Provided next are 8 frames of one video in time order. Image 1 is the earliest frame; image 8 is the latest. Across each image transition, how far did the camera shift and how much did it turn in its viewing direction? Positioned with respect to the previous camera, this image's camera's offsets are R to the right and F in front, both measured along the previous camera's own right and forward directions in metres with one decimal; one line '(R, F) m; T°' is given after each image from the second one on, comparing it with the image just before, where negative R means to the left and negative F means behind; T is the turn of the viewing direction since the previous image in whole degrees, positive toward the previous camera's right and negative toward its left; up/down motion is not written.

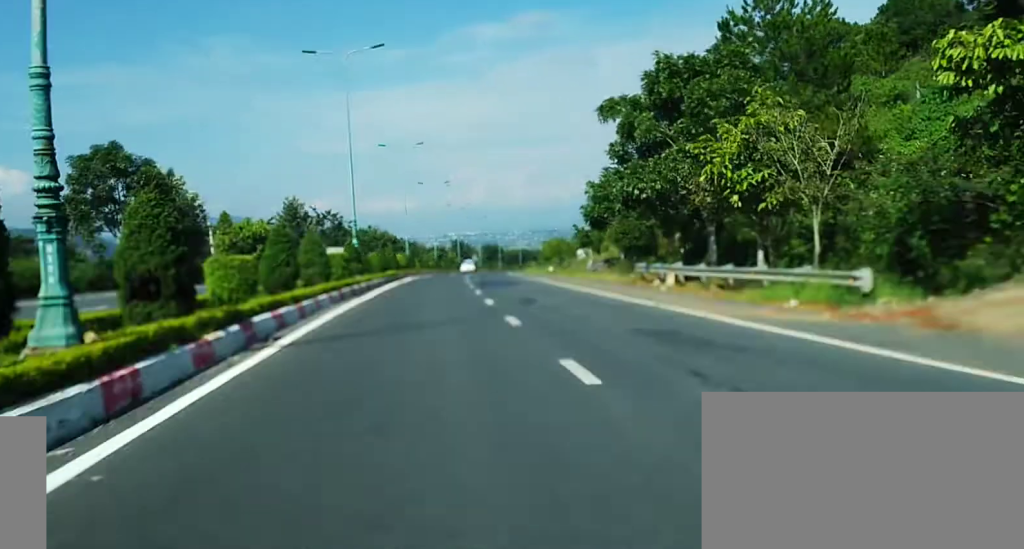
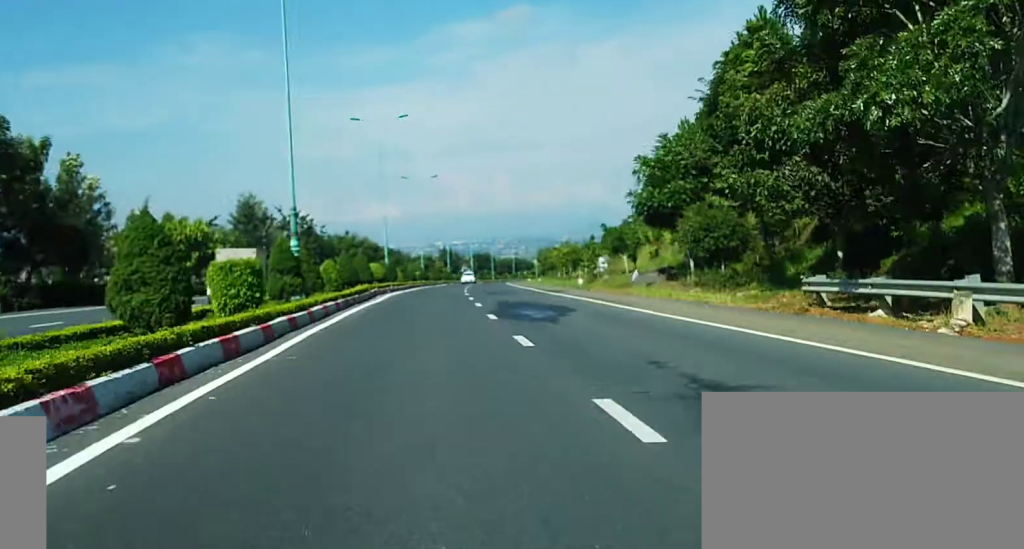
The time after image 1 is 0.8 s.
(+0.2, +18.9) m; +1°
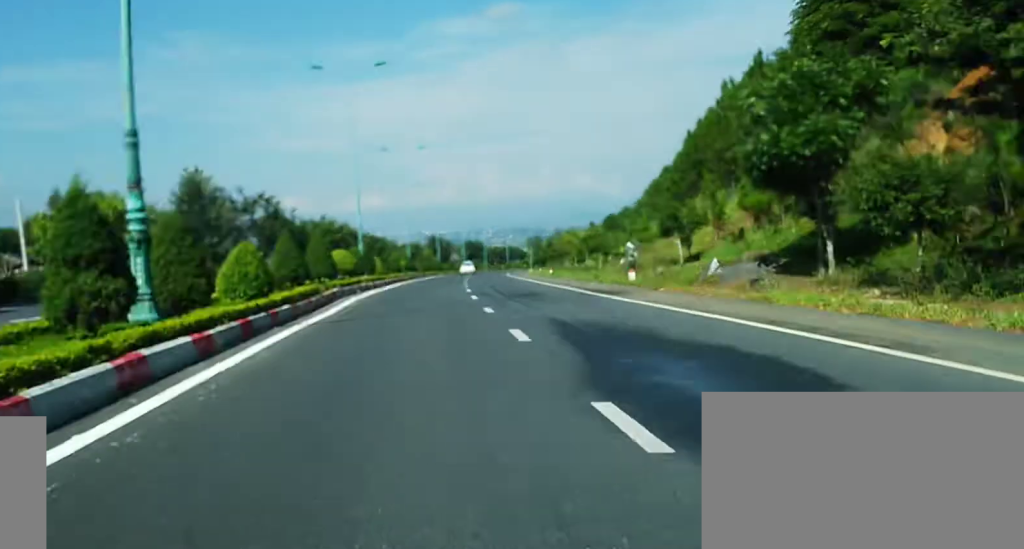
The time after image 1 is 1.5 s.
(+0.2, +15.7) m; +1°
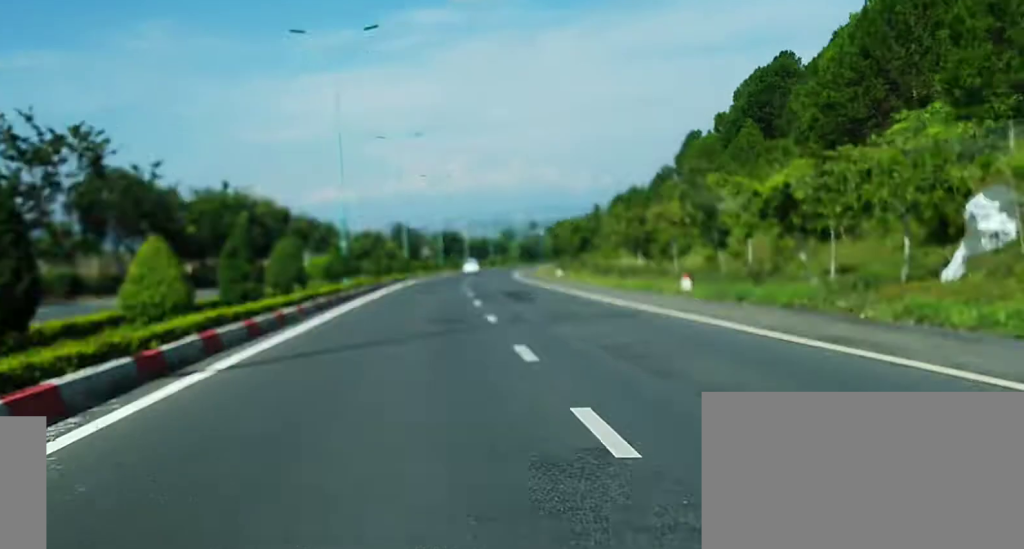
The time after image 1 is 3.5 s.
(+0.5, +47.0) m; +1°
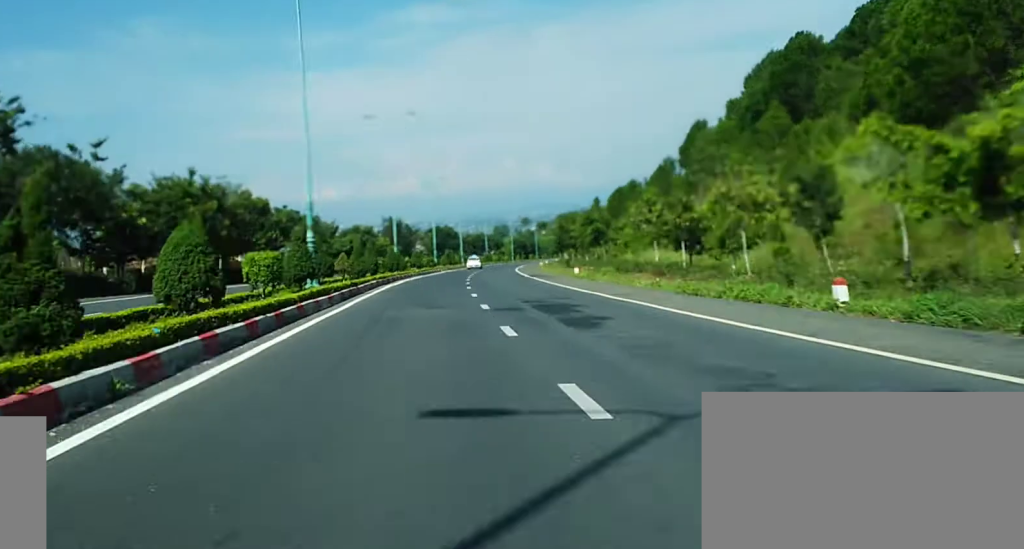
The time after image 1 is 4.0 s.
(0.0, +12.6) m; +1°
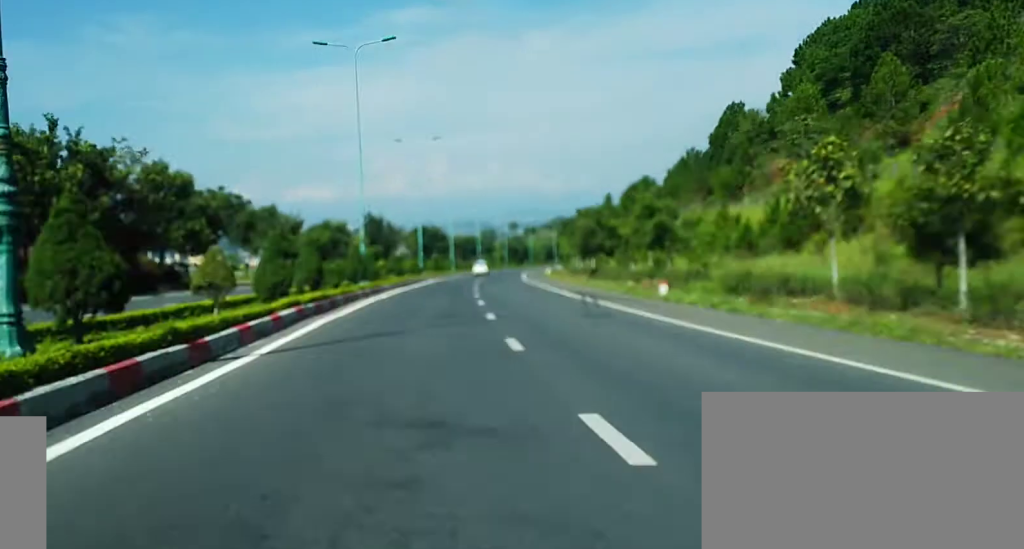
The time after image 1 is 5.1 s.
(+0.3, +25.3) m; +1°
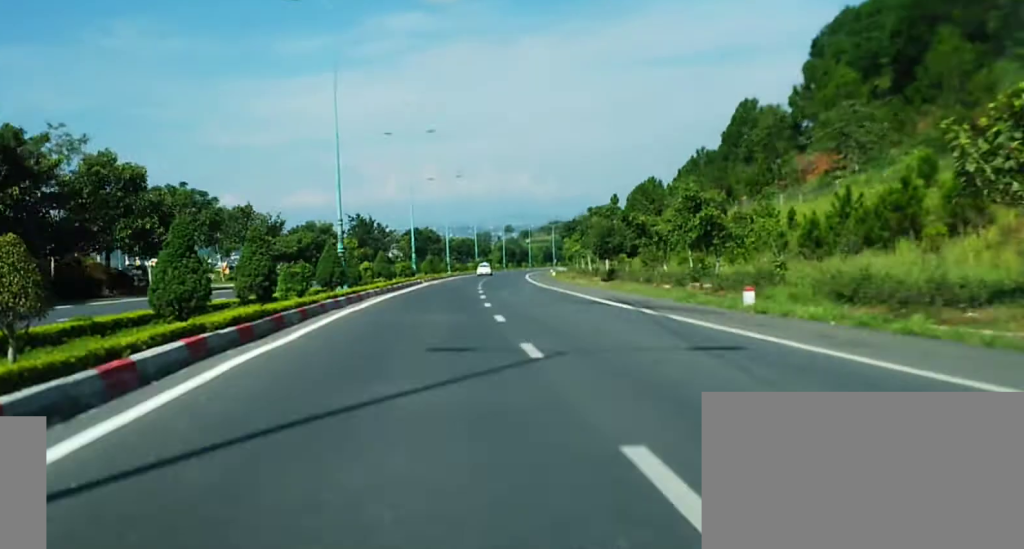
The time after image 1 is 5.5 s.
(0.0, +9.5) m; 0°
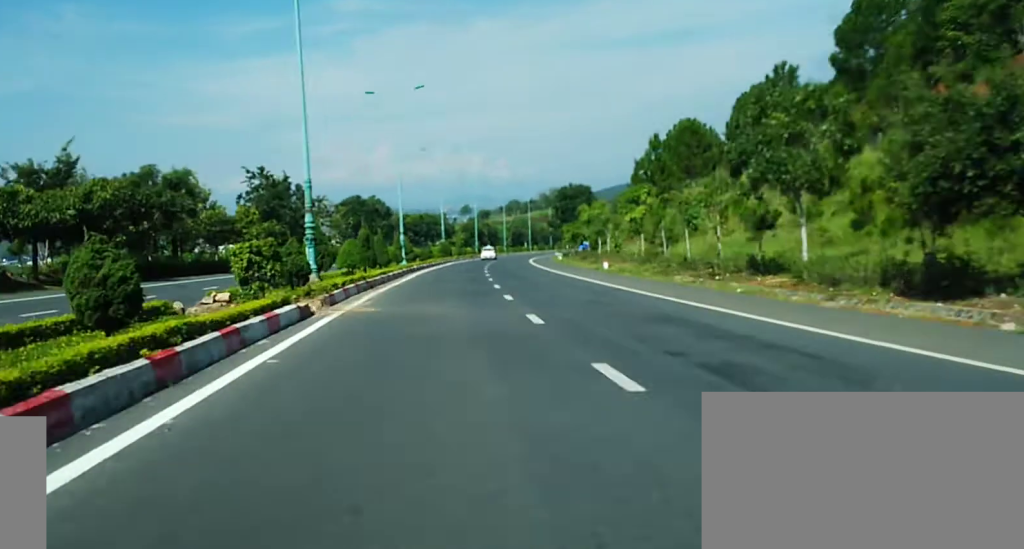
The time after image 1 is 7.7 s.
(+0.9, +51.3) m; +2°
